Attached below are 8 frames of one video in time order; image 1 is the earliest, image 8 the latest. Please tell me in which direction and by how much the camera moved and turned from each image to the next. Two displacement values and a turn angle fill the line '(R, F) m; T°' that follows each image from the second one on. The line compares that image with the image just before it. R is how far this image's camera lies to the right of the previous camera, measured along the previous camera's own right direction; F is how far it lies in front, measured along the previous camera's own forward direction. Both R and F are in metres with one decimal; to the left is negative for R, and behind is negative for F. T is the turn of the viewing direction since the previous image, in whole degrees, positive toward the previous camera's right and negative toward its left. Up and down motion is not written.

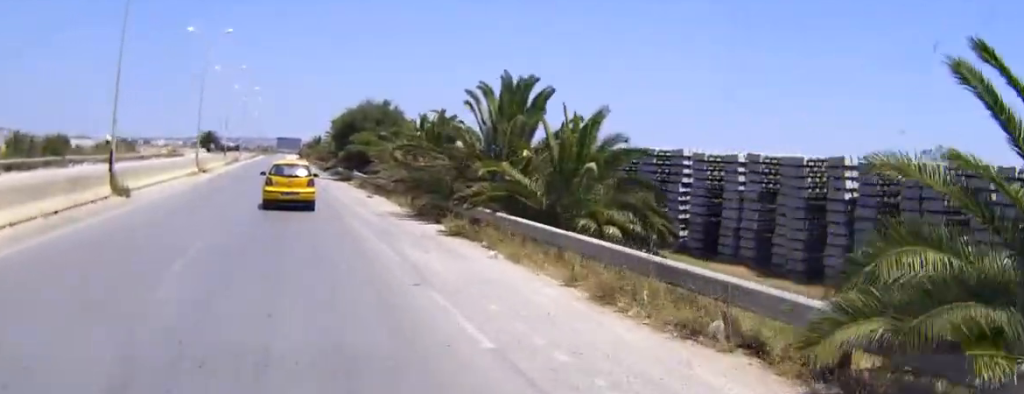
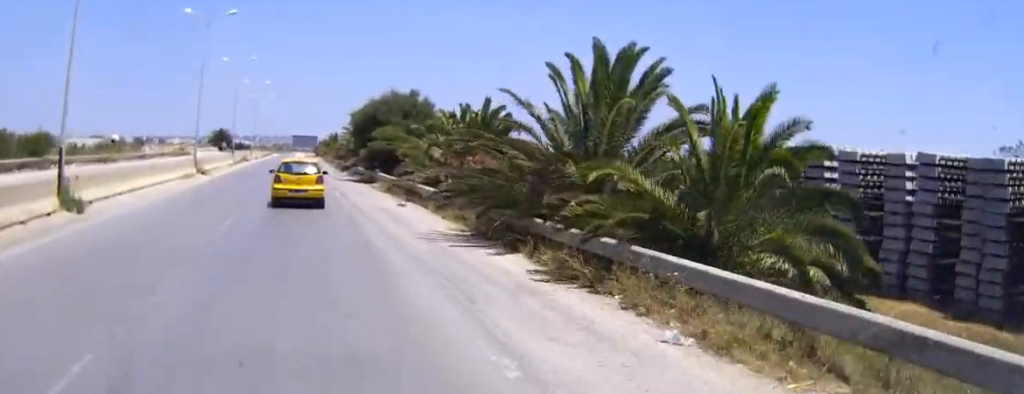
(0.0, +7.3) m; -1°
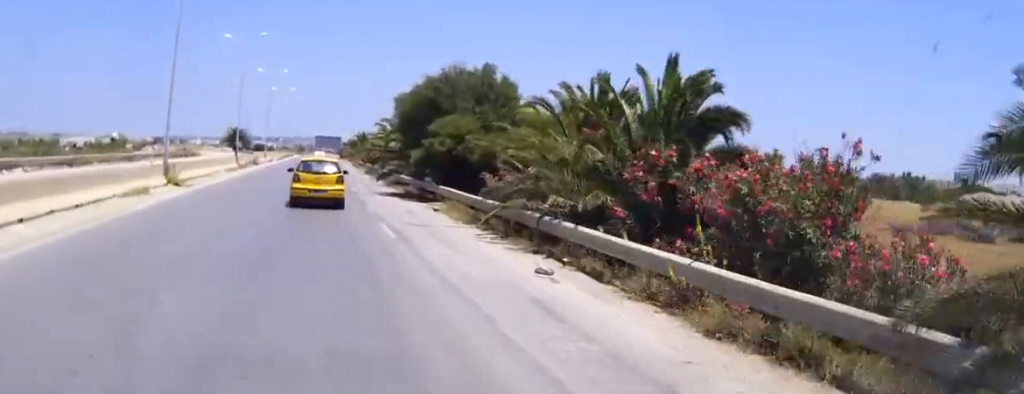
(-0.2, +15.3) m; -1°
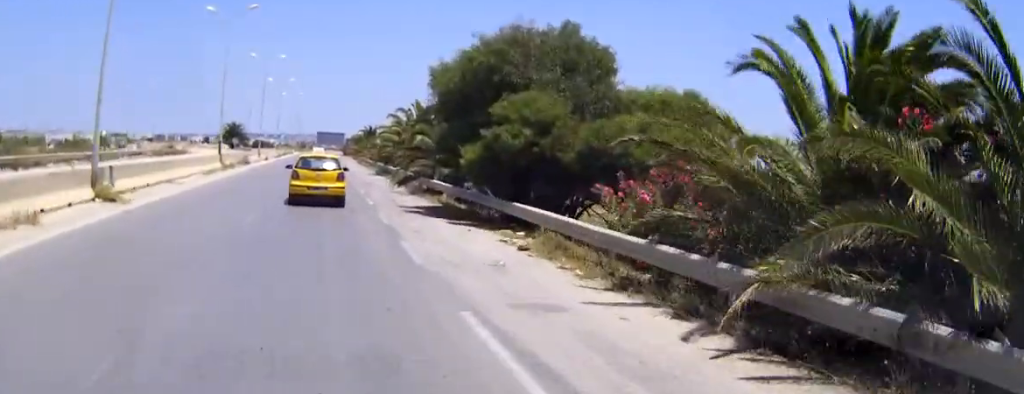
(0.0, +10.6) m; 0°
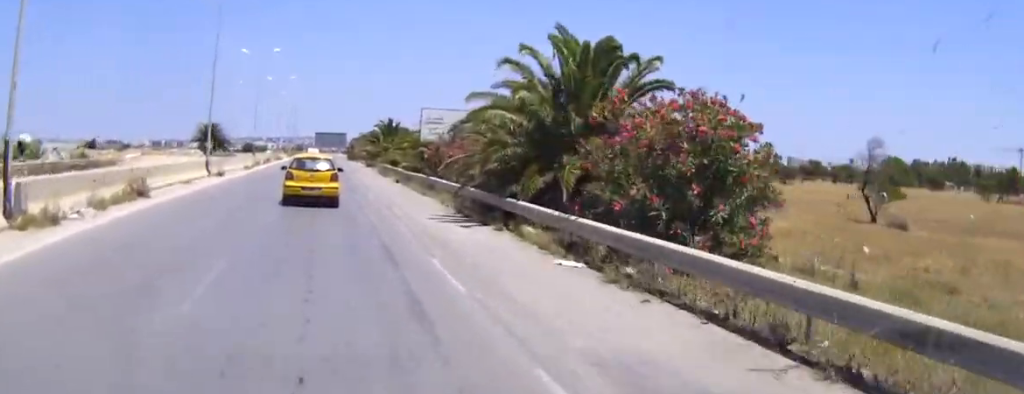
(-0.1, +33.8) m; 0°
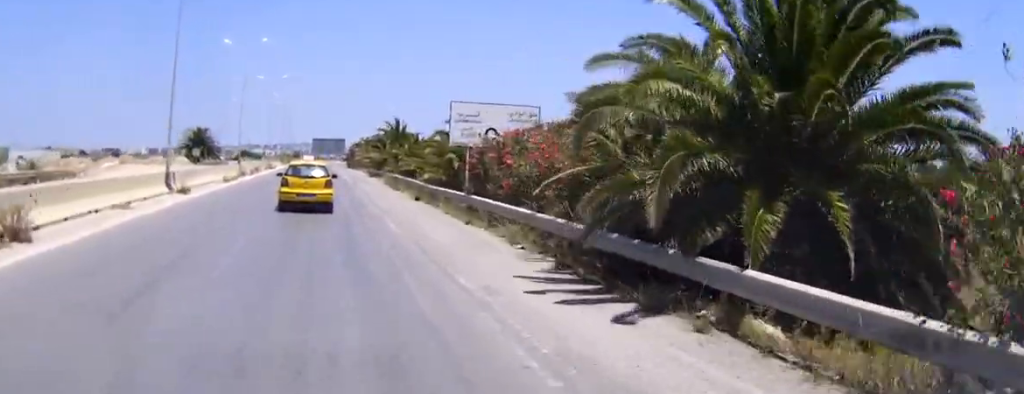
(0.0, +10.3) m; 0°
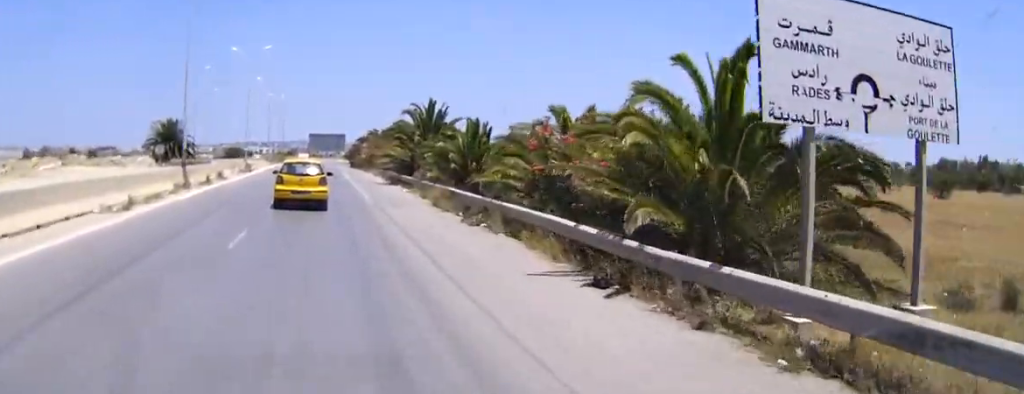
(0.0, +22.3) m; 0°
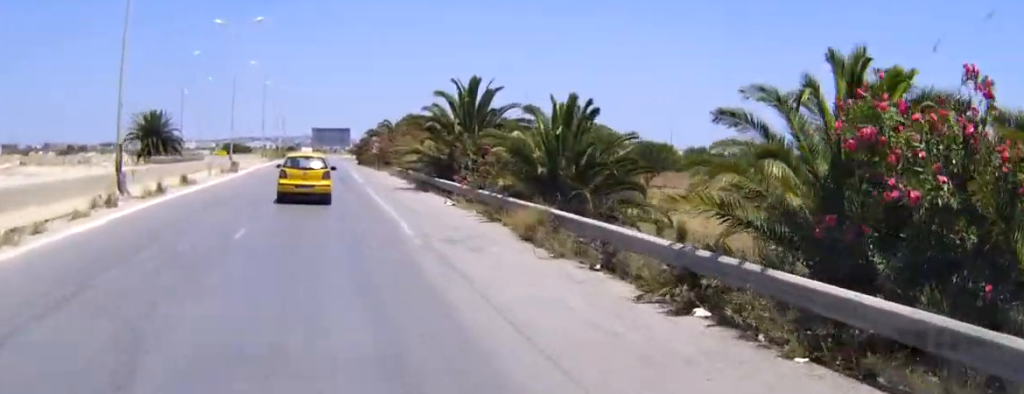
(0.0, +12.0) m; 0°
